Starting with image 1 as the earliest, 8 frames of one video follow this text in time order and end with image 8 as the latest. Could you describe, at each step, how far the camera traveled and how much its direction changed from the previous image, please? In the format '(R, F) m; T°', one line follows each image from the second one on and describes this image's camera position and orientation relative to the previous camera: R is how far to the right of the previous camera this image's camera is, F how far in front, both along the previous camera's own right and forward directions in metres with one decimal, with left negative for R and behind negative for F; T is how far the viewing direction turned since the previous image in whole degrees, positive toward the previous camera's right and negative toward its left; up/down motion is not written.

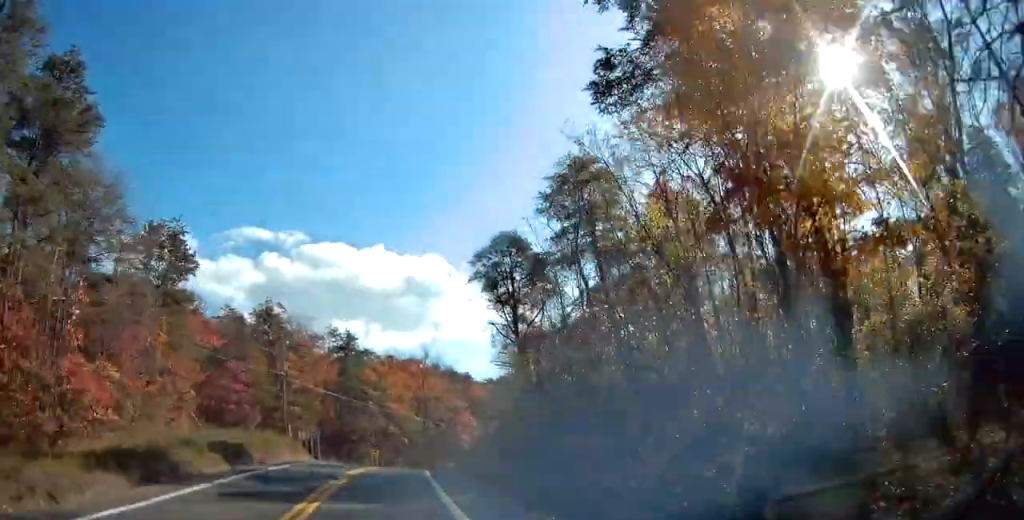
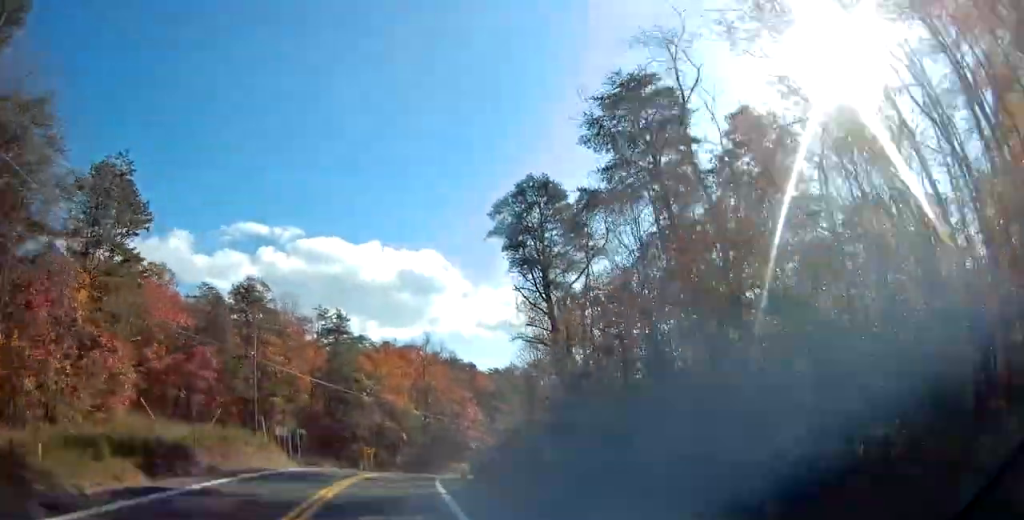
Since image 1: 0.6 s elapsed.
(+0.1, +9.6) m; +1°
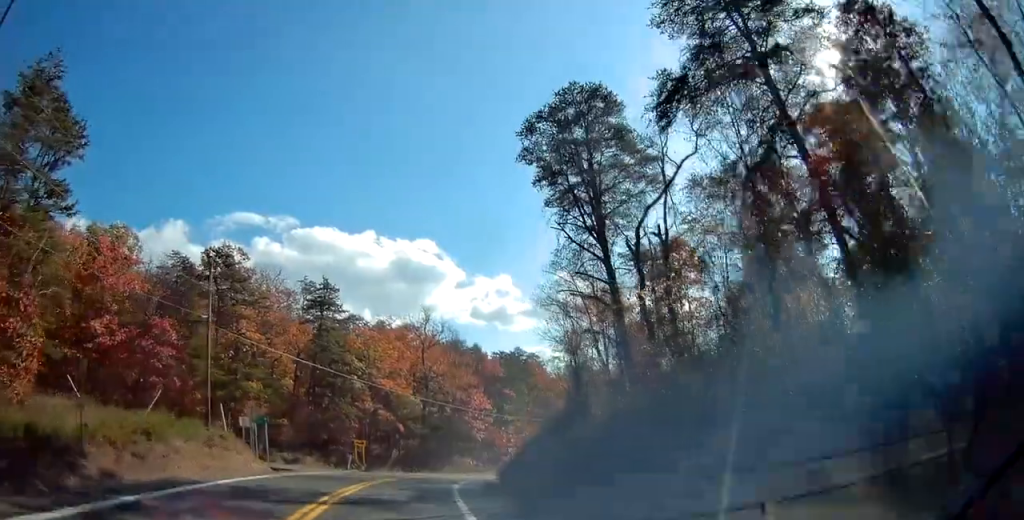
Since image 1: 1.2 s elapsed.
(0.0, +9.9) m; +1°
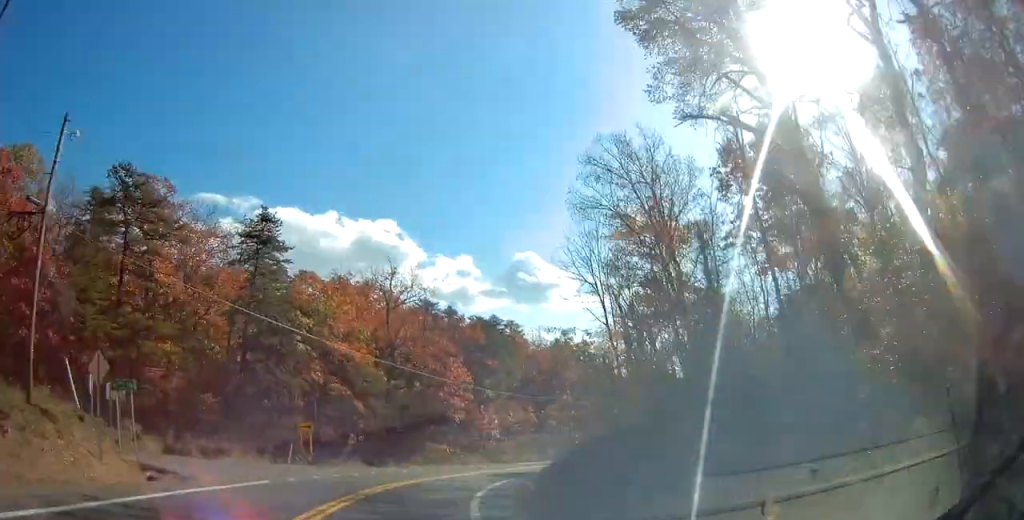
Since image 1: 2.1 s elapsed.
(+0.3, +14.6) m; +5°
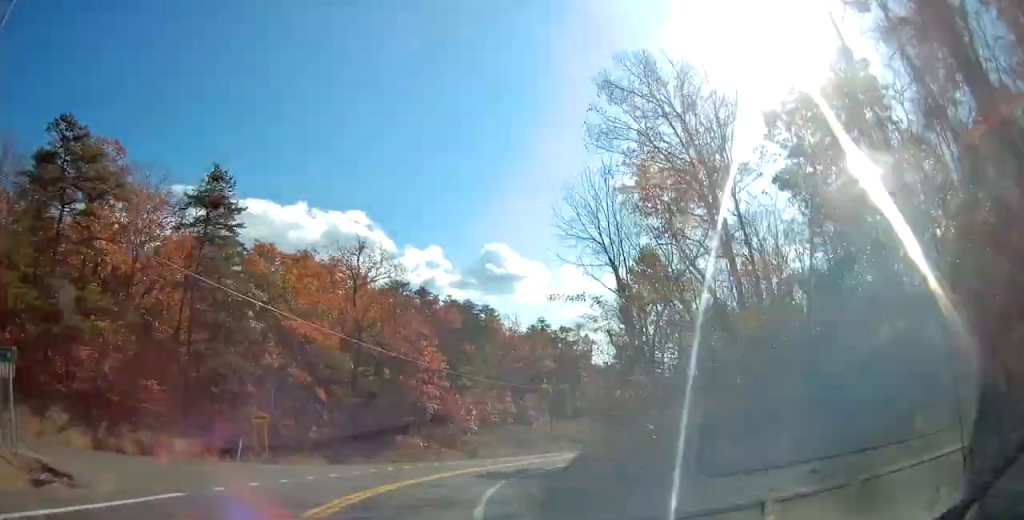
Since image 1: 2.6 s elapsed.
(+0.4, +5.8) m; +3°
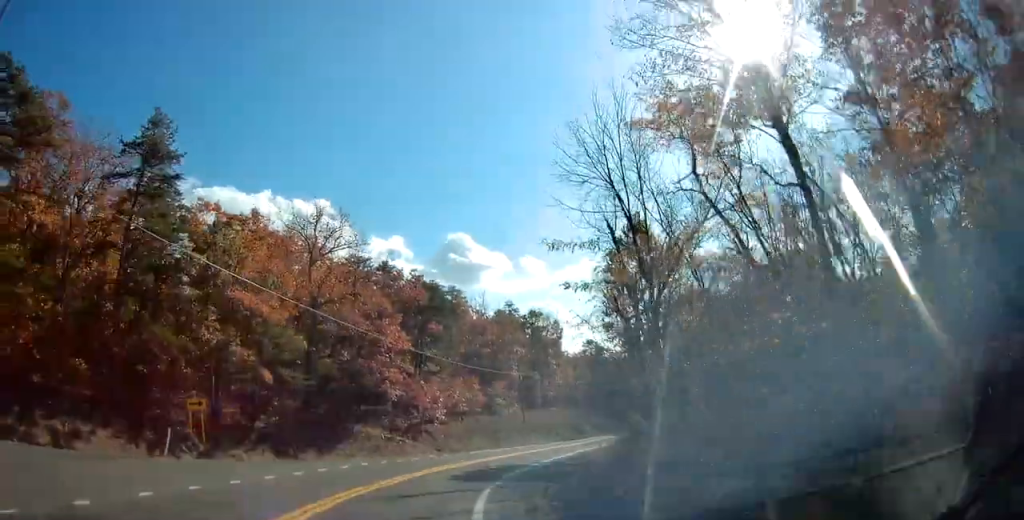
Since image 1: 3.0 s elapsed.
(0.0, +5.8) m; +3°
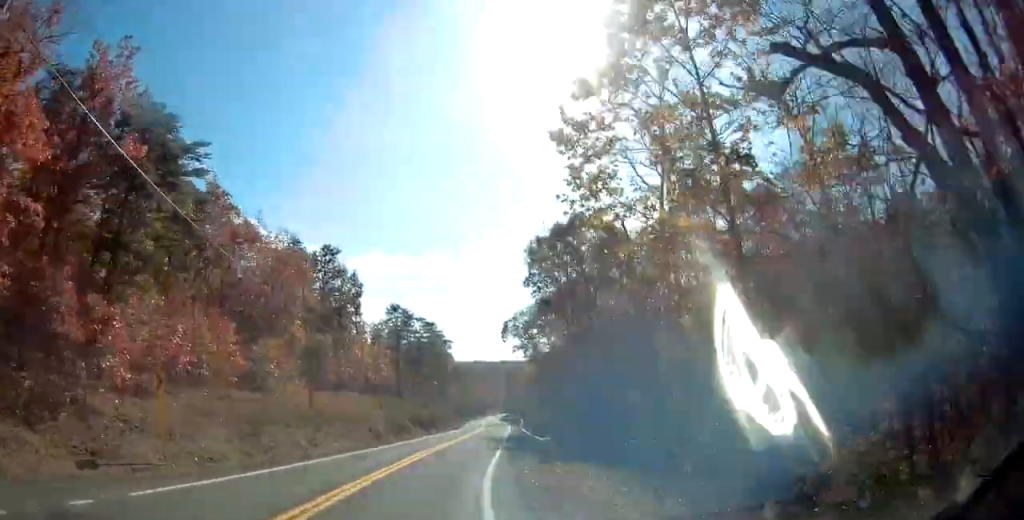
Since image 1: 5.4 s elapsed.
(+6.1, +31.5) m; +22°
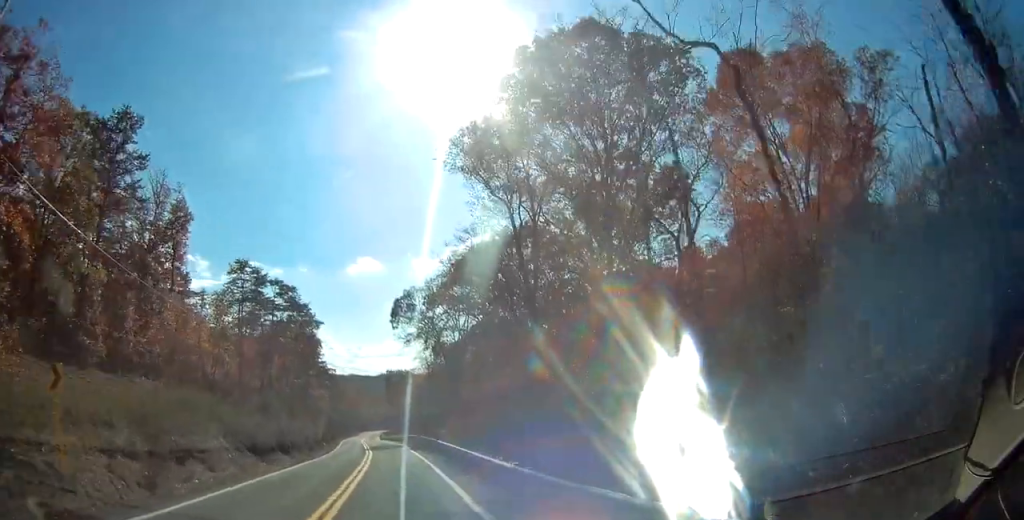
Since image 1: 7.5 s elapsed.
(+4.1, +34.1) m; +10°
